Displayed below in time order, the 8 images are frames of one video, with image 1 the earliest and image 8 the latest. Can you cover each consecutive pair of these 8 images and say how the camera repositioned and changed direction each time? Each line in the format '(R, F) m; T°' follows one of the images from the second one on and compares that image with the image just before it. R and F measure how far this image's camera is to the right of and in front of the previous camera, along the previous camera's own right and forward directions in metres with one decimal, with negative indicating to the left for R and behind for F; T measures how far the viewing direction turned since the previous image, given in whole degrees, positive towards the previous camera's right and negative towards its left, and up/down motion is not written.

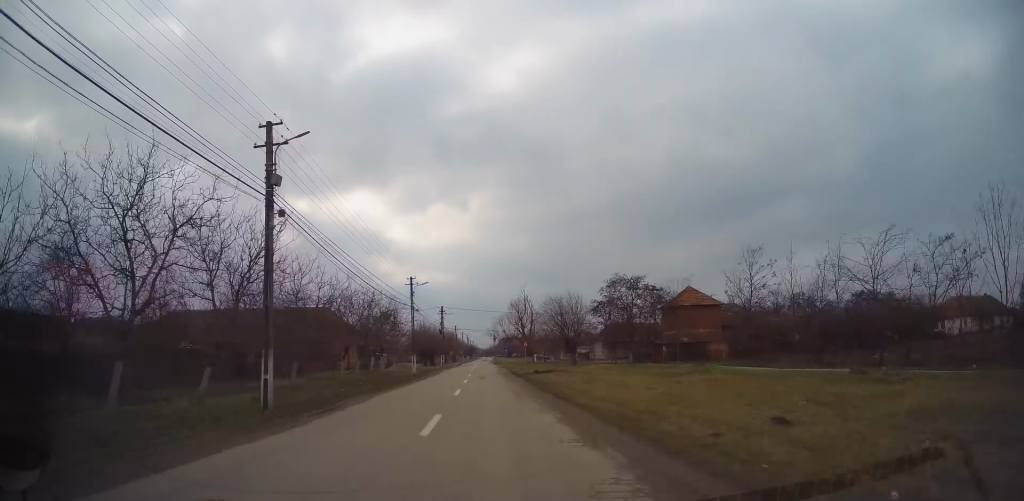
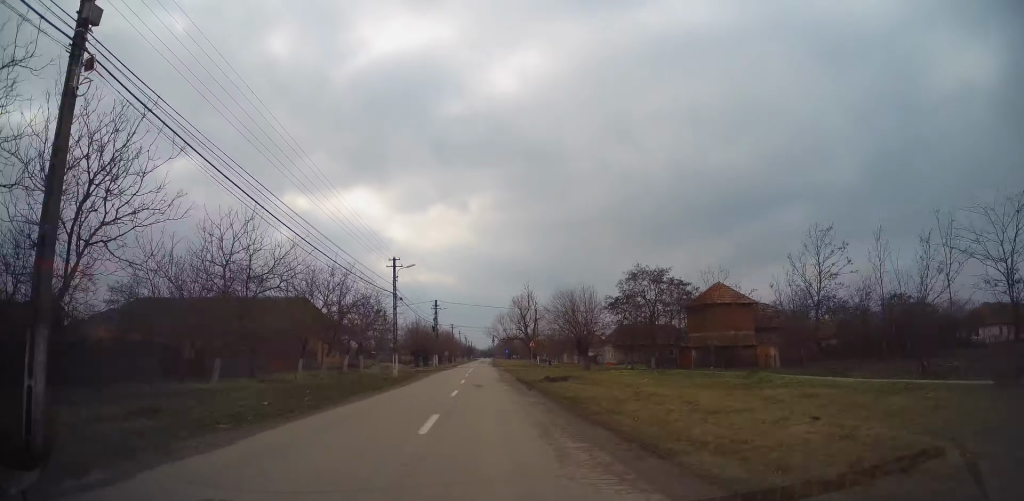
(+0.1, +8.4) m; +1°
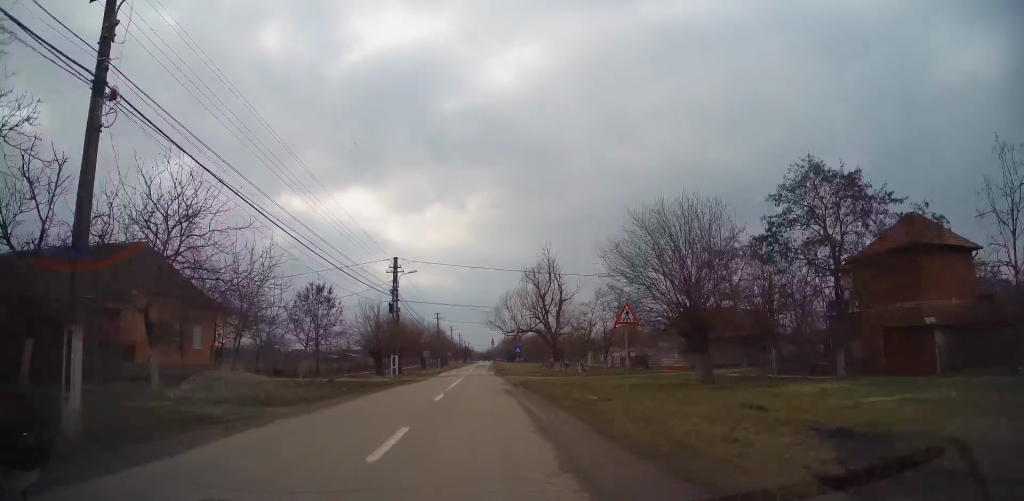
(0.0, +29.4) m; -1°
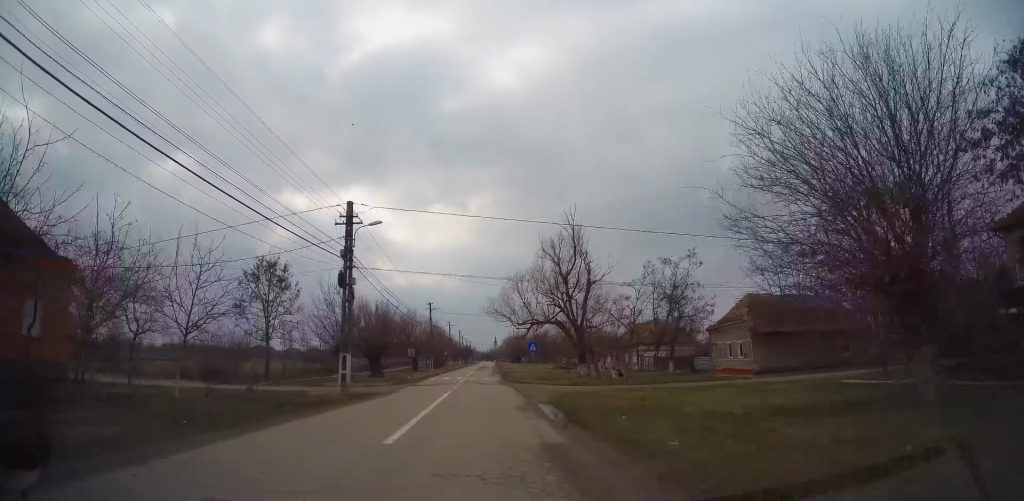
(-0.1, +13.8) m; 0°
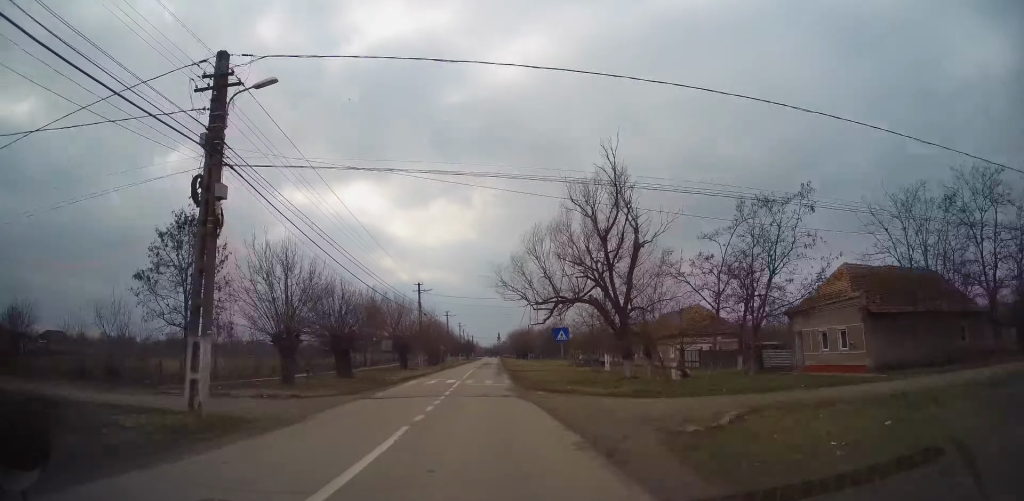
(+0.2, +12.8) m; 0°
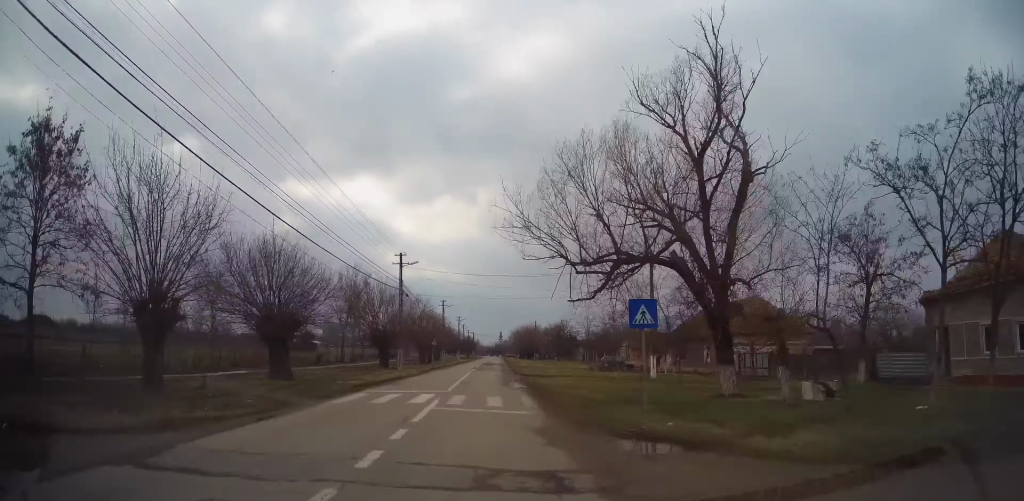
(-0.3, +12.5) m; -1°
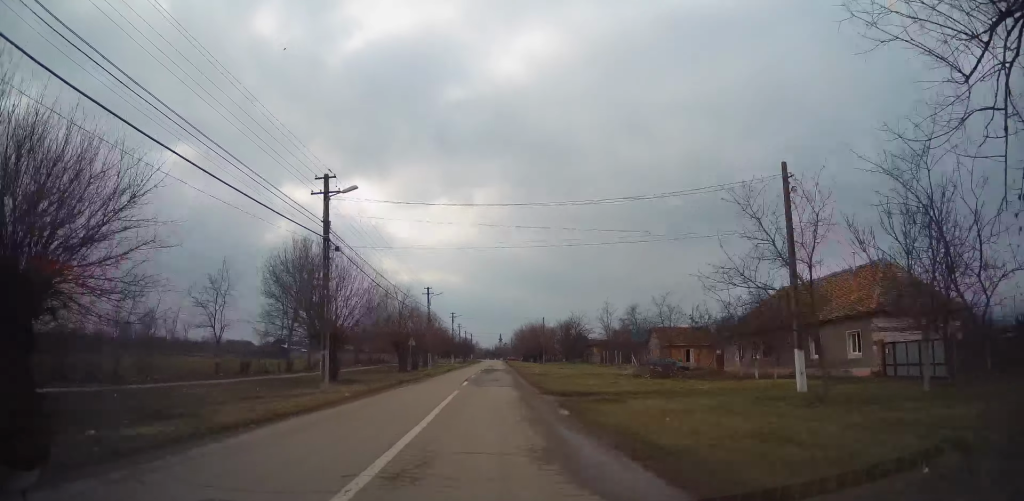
(+0.1, +16.7) m; 0°
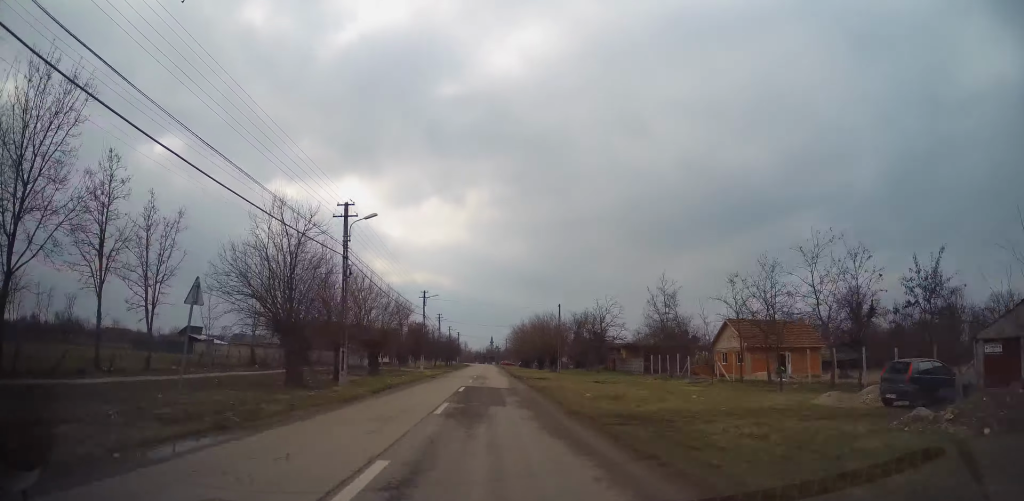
(+0.8, +29.4) m; +2°
